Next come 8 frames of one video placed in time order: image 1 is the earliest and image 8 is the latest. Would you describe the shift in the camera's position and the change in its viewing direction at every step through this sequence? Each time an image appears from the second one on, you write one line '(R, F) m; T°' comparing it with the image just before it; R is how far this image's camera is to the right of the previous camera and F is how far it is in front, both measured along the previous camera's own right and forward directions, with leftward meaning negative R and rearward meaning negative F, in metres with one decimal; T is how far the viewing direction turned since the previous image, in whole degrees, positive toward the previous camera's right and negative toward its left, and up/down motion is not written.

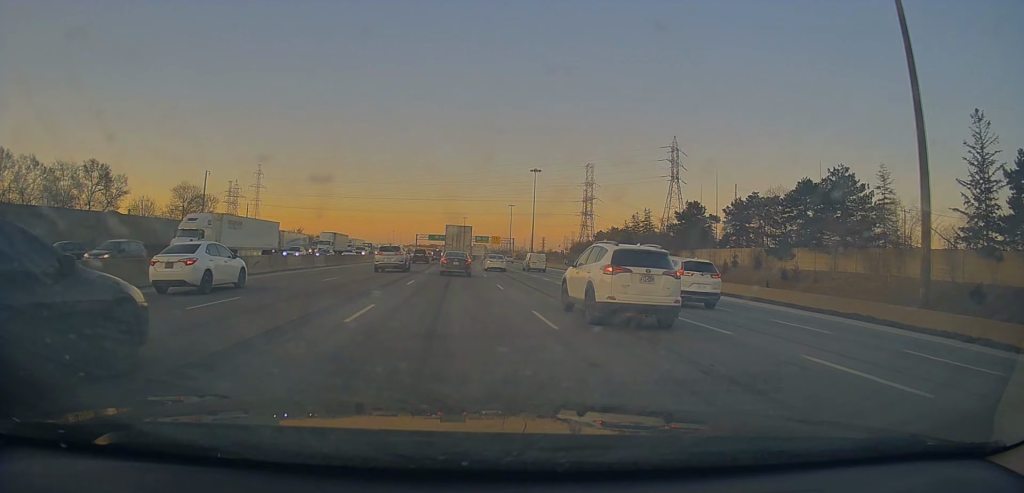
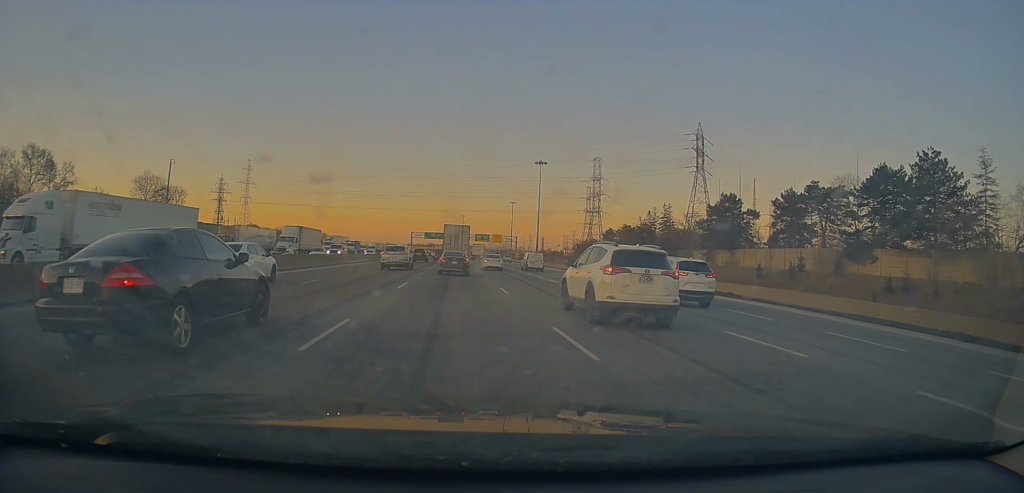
(-0.4, +14.9) m; 0°
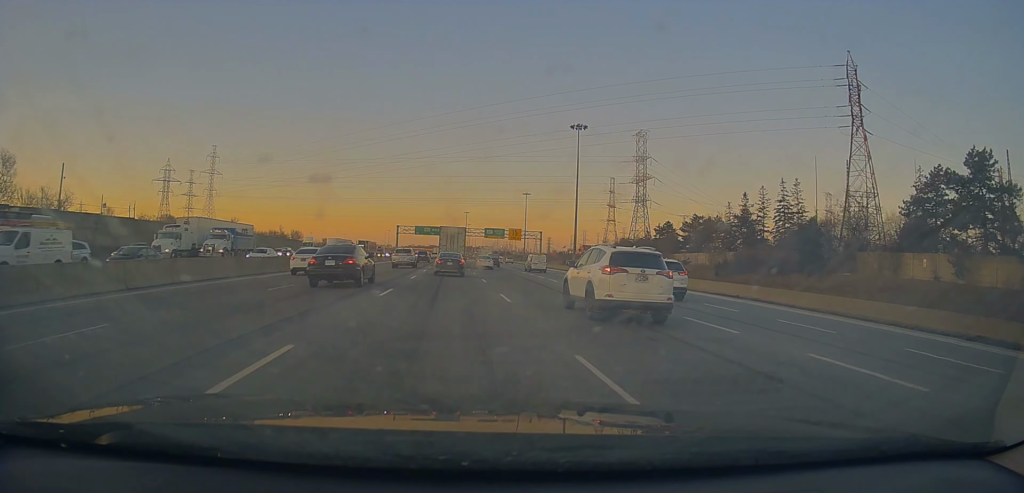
(+0.5, +50.3) m; +1°
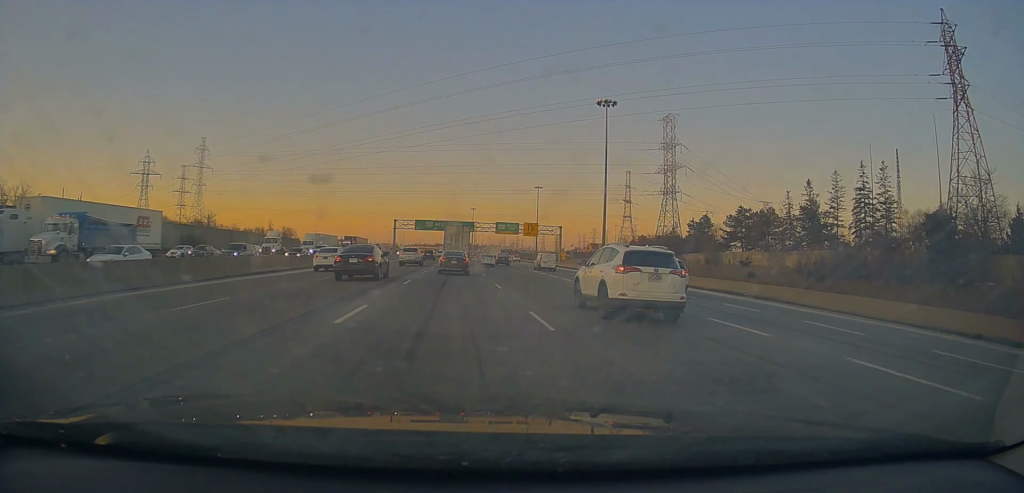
(+0.2, +18.0) m; 0°
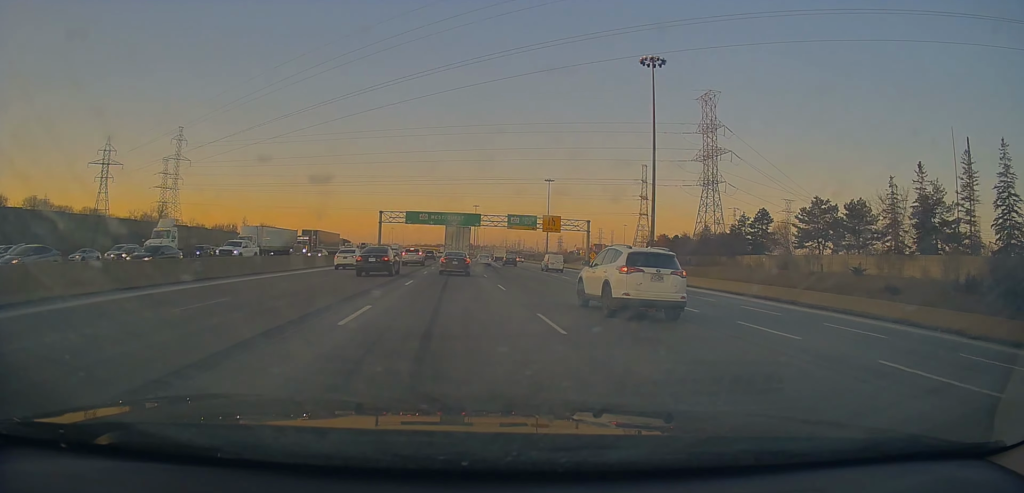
(-0.4, +24.2) m; -1°
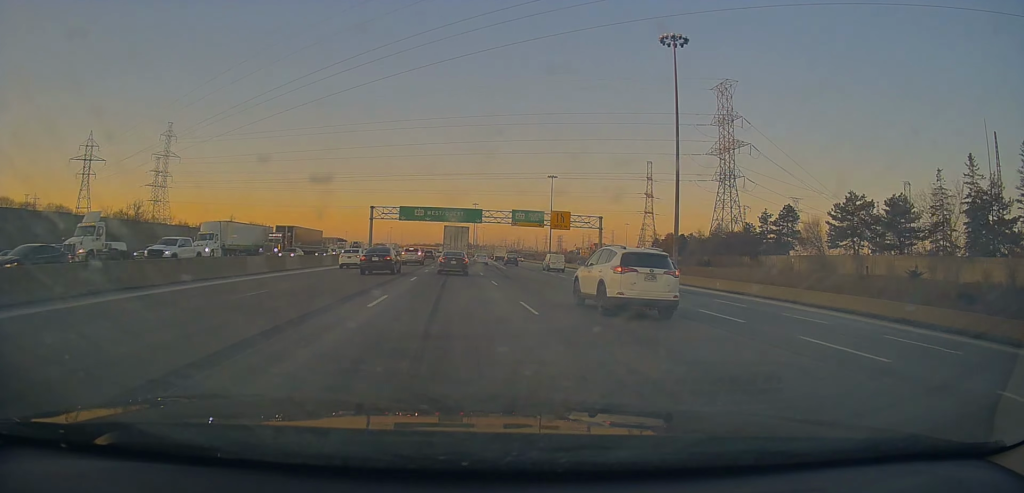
(0.0, +8.8) m; 0°
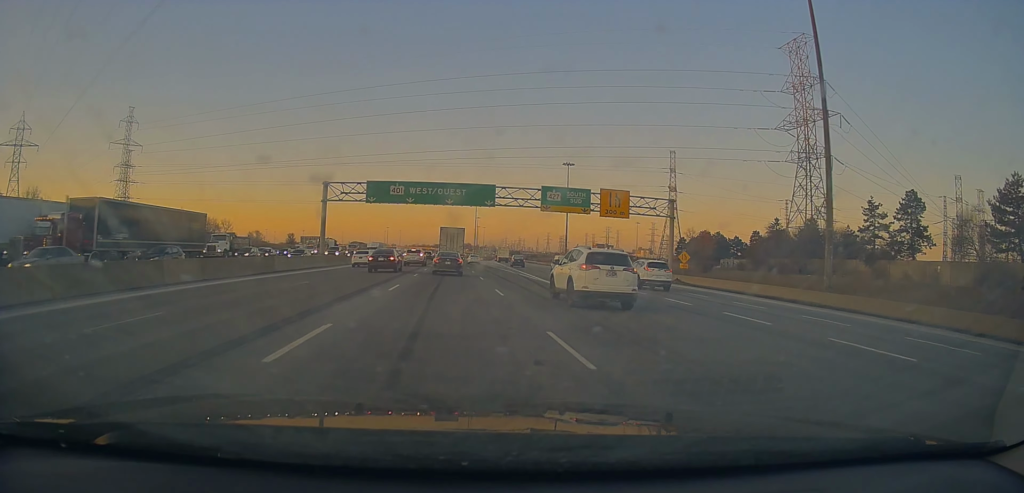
(-0.2, +30.1) m; 0°
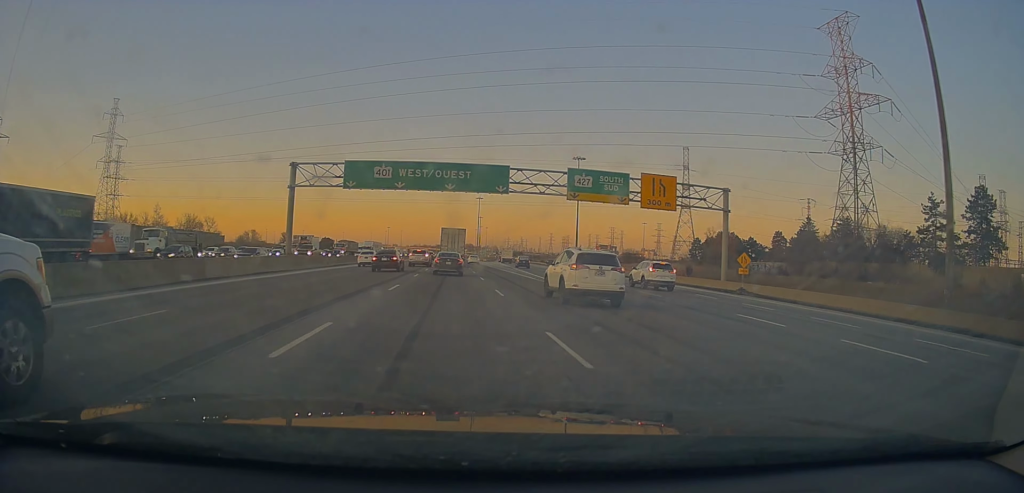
(0.0, +11.8) m; +1°
